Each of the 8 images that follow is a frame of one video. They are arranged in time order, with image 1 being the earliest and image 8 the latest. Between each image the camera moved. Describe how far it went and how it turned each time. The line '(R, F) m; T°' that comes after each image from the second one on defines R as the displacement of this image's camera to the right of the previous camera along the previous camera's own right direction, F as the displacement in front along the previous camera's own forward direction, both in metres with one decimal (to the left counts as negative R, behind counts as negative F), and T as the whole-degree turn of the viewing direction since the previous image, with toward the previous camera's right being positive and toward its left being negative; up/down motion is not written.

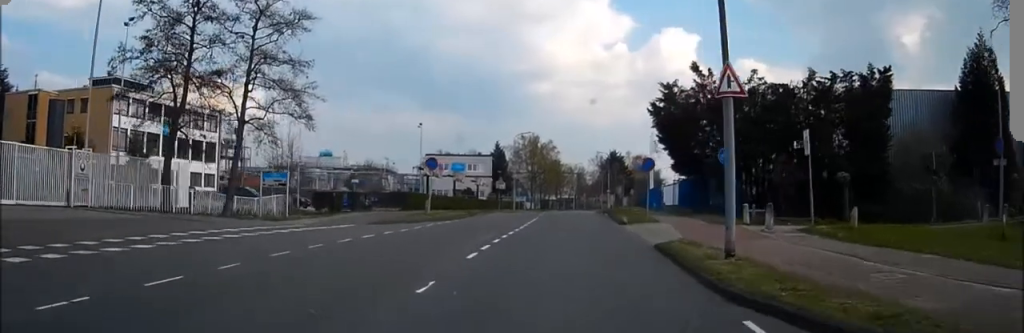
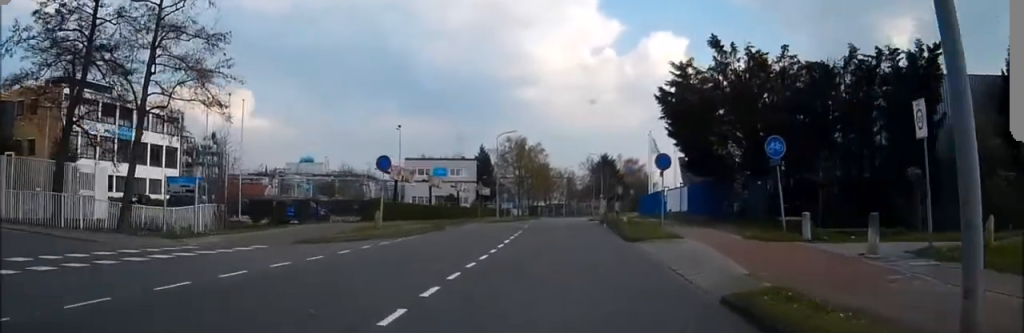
(0.0, +7.7) m; 0°
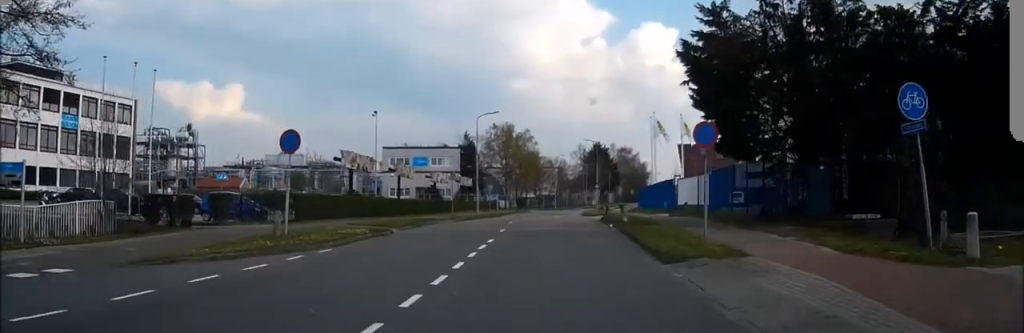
(0.0, +9.0) m; 0°
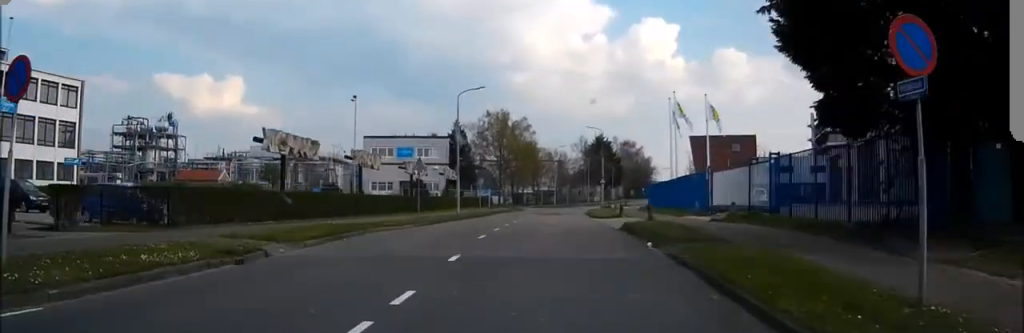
(0.0, +10.7) m; 0°
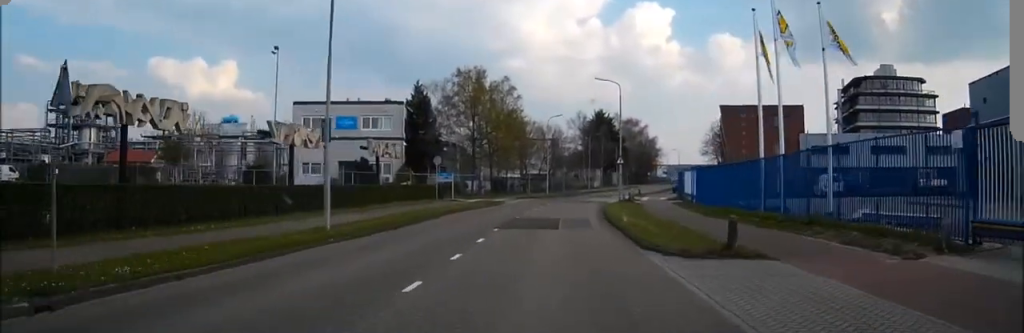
(+0.2, +24.8) m; +1°
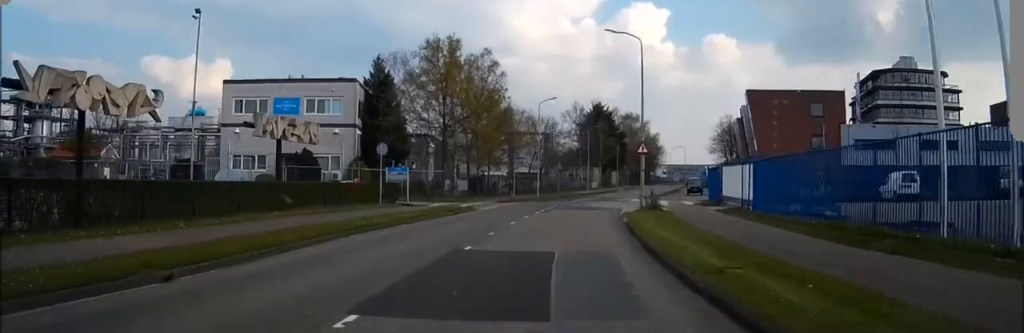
(+0.1, +14.9) m; +1°
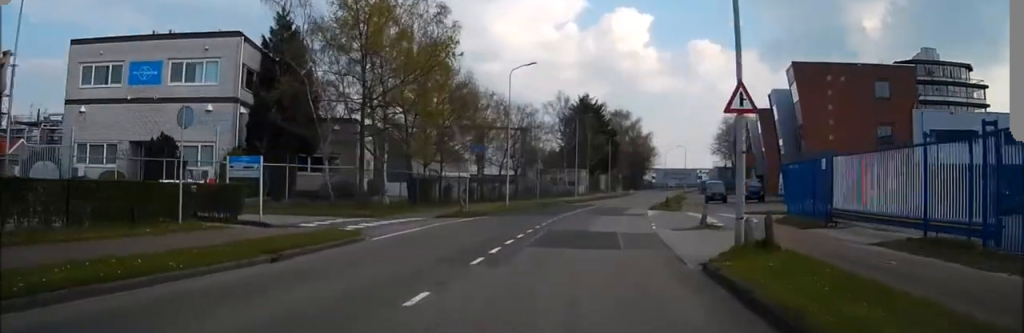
(+0.2, +19.1) m; +2°
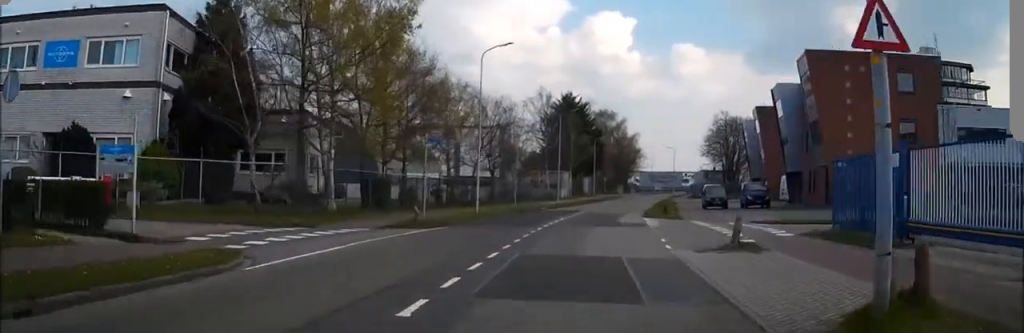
(-0.1, +6.5) m; +1°
